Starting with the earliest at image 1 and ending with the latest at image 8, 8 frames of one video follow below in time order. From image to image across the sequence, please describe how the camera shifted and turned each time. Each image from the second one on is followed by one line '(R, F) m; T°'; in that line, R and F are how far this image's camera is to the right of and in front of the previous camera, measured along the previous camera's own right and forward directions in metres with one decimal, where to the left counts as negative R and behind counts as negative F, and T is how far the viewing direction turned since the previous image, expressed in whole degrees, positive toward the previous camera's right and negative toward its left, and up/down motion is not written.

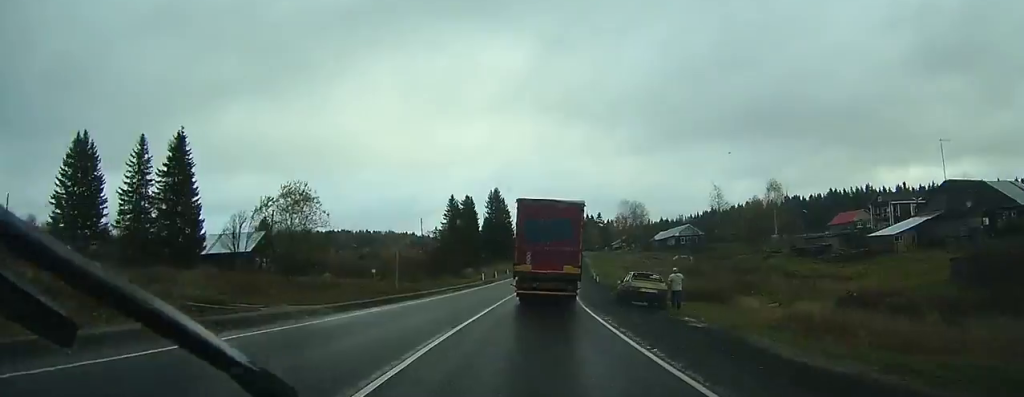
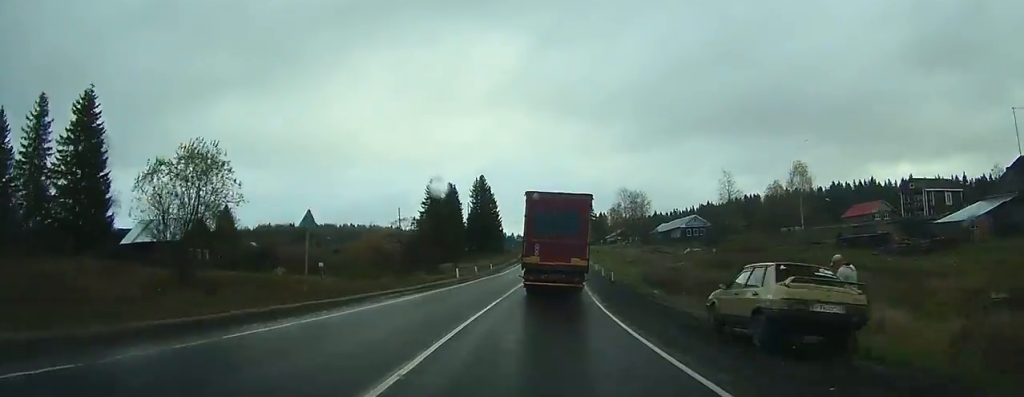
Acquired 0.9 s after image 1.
(+0.2, +14.4) m; +1°
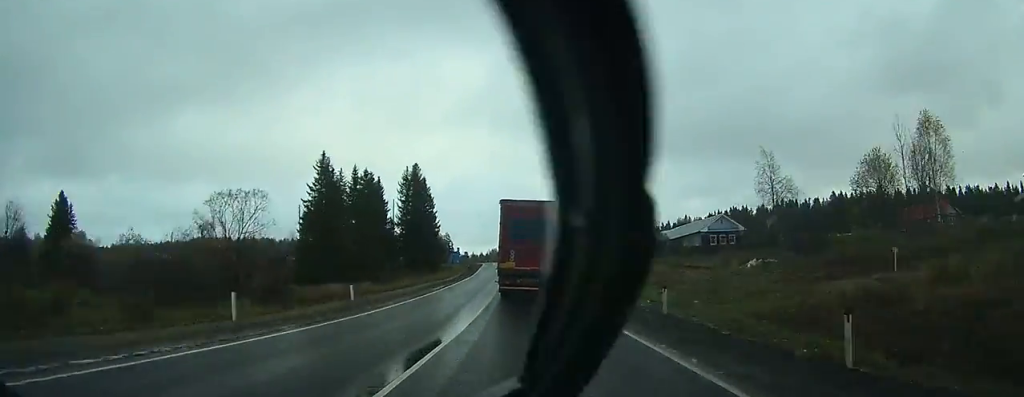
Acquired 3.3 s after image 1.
(+1.3, +40.8) m; +3°
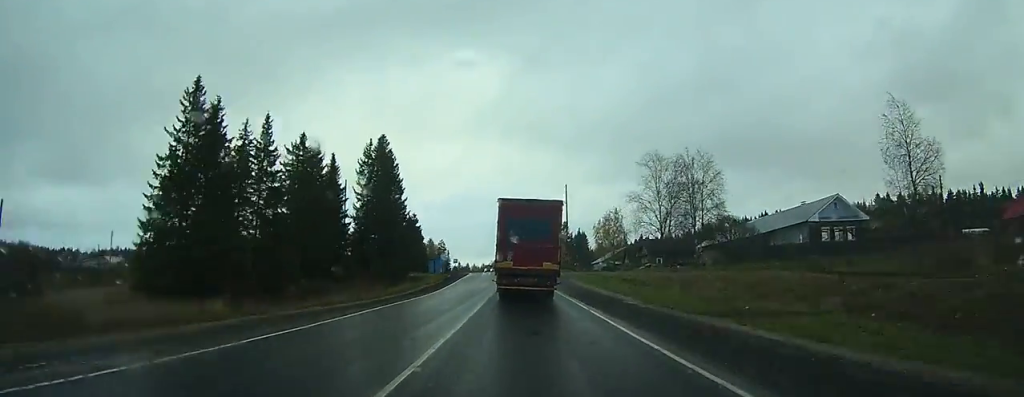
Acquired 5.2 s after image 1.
(+0.3, +30.8) m; +1°
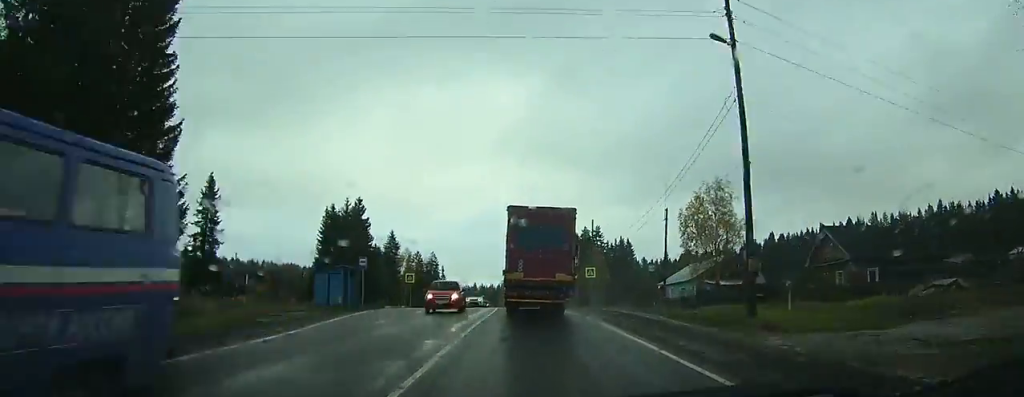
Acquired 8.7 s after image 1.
(+0.1, +57.8) m; 0°
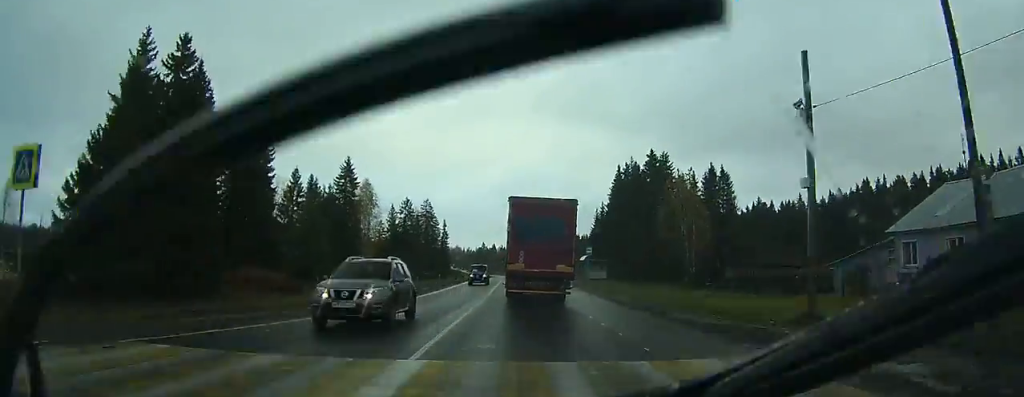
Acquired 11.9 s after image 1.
(-0.7, +51.6) m; -3°
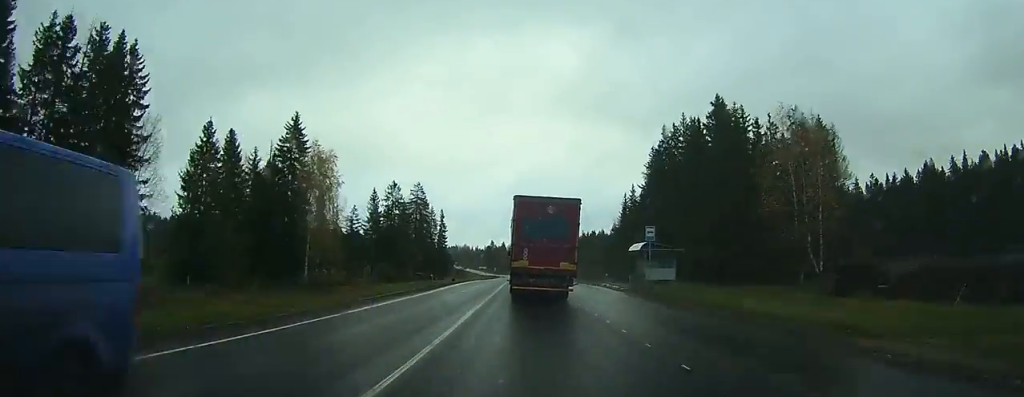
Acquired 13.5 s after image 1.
(-0.6, +25.8) m; -1°
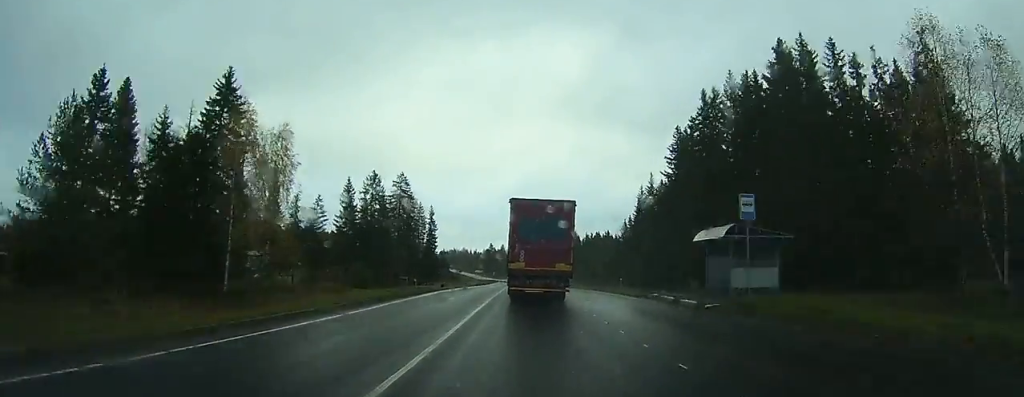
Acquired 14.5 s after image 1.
(-0.1, +16.3) m; 0°
